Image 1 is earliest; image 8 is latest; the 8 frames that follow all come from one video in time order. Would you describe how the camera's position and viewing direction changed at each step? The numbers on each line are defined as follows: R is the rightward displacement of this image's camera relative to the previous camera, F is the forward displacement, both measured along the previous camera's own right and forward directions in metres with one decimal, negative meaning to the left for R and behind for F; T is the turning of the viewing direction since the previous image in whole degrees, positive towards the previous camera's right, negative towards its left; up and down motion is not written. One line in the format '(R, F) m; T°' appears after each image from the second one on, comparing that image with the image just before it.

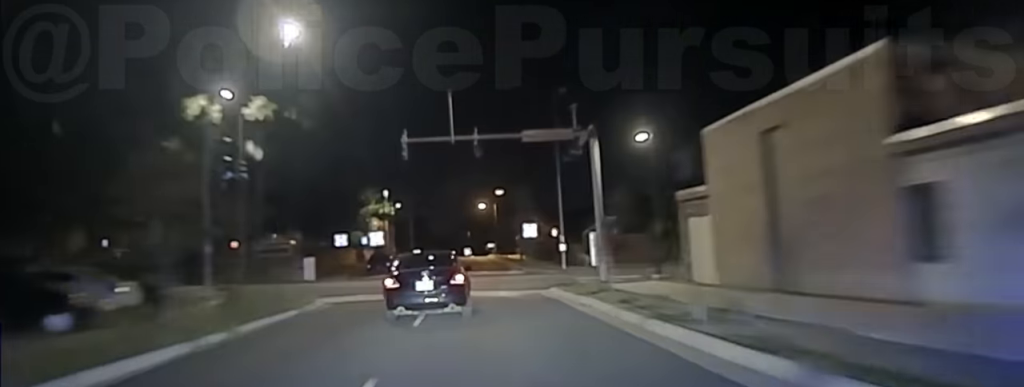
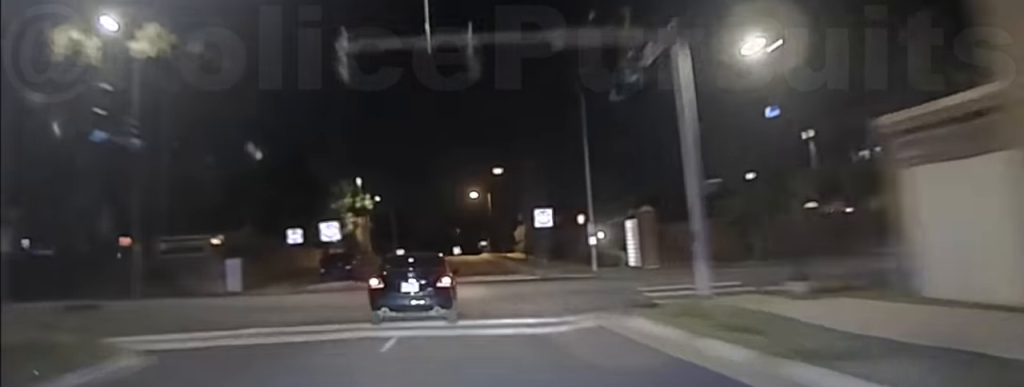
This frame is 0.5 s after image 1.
(+0.1, +14.3) m; 0°
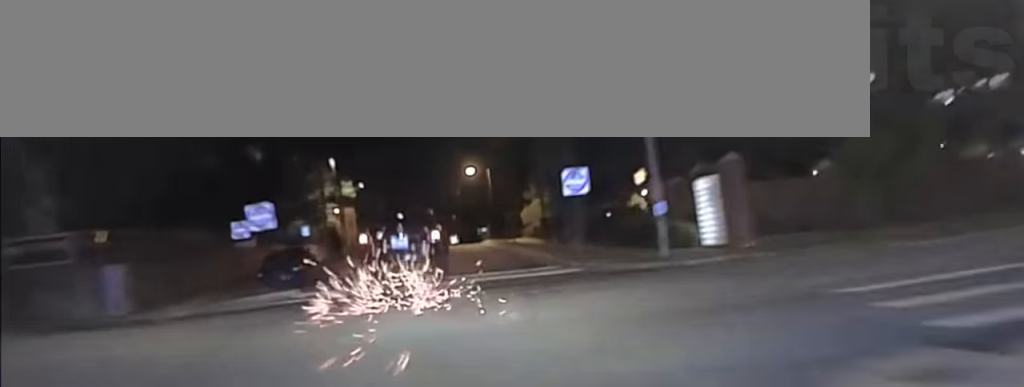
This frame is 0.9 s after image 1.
(-0.1, +11.5) m; -1°
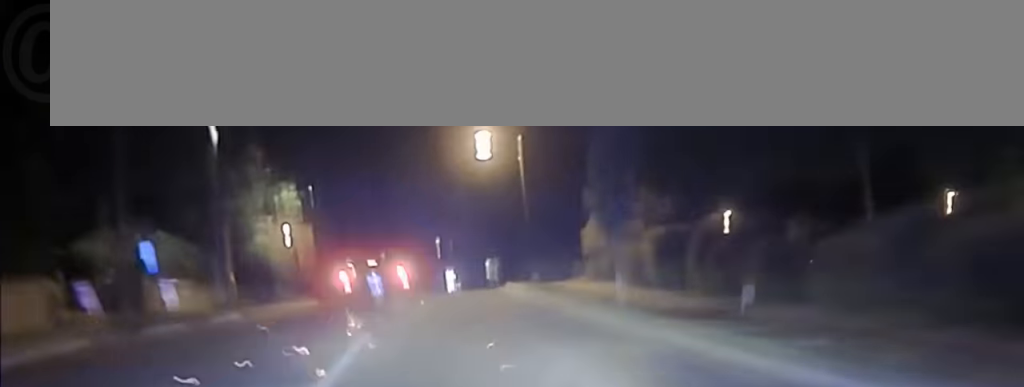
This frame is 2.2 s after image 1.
(-0.4, +31.7) m; -1°
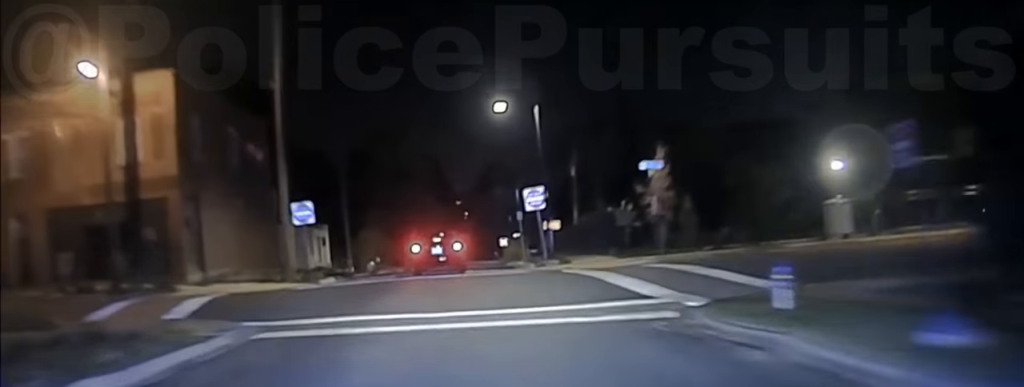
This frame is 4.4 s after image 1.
(-0.3, +58.7) m; 0°
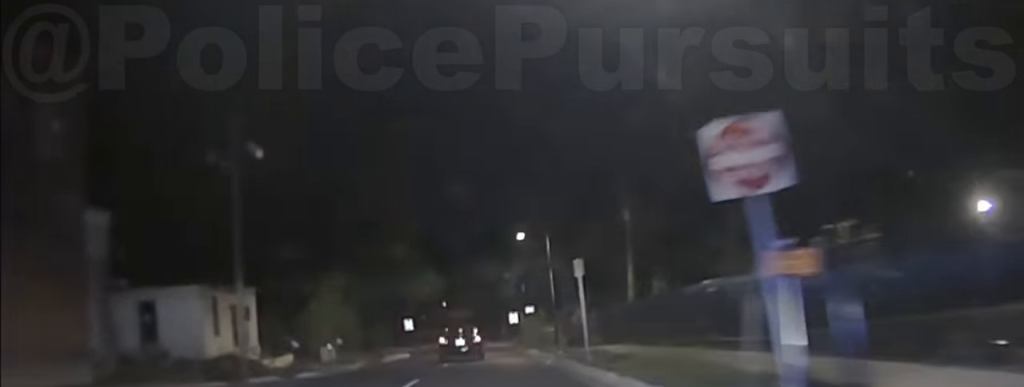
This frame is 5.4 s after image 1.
(+0.1, +27.2) m; +1°
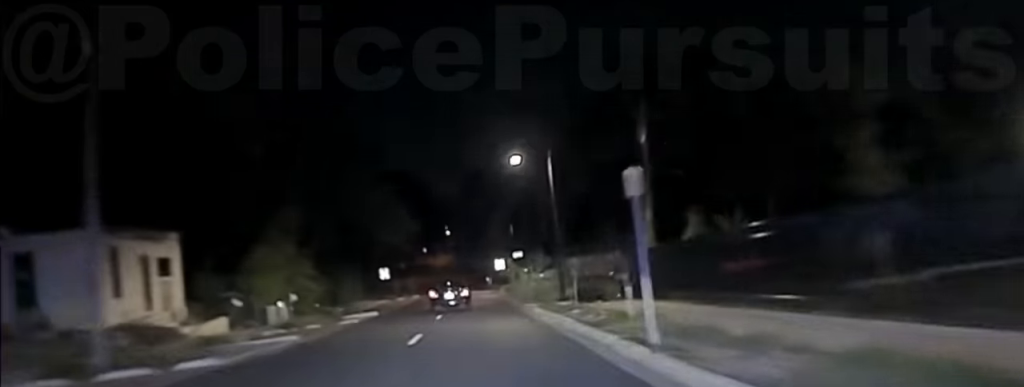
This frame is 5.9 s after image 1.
(+0.2, +12.0) m; 0°
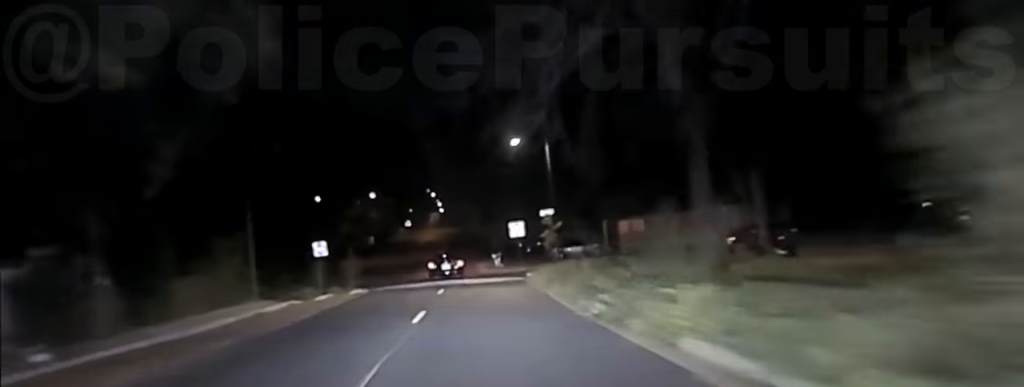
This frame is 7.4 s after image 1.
(0.0, +40.1) m; 0°
